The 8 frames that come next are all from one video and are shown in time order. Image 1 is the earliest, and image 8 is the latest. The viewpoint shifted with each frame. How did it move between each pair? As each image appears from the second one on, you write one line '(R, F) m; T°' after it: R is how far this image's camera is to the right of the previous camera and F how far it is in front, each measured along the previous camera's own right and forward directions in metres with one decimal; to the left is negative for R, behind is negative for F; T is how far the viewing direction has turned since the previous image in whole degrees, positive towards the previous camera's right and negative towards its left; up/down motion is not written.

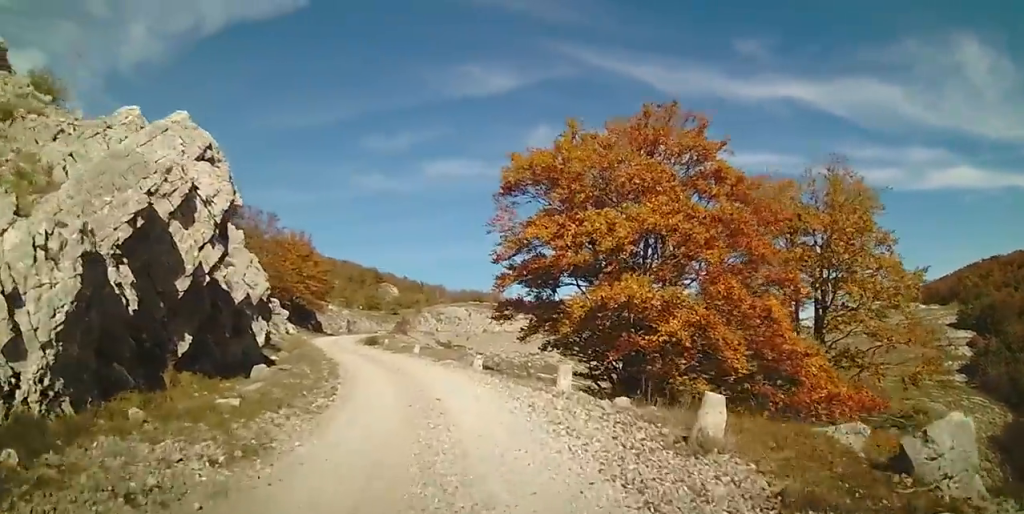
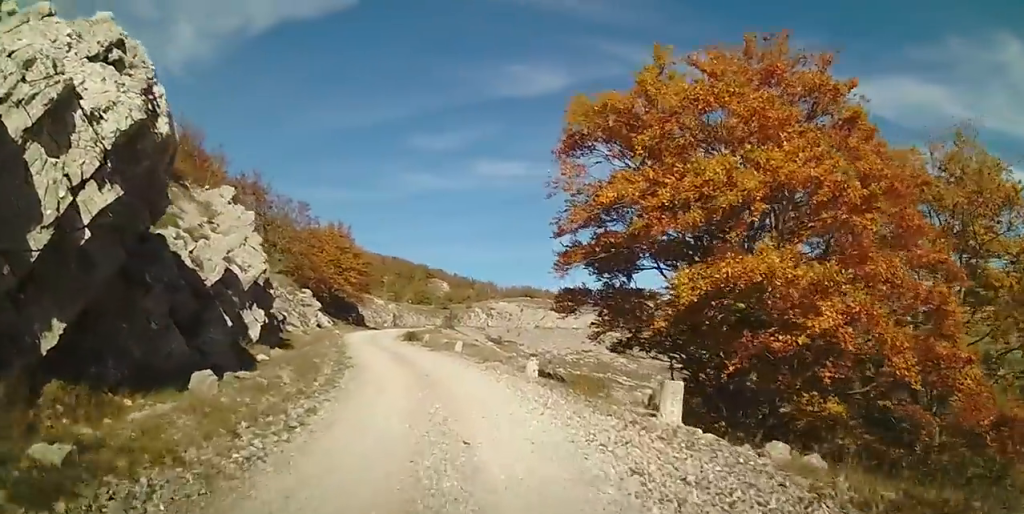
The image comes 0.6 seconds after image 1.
(-0.1, +4.2) m; -5°
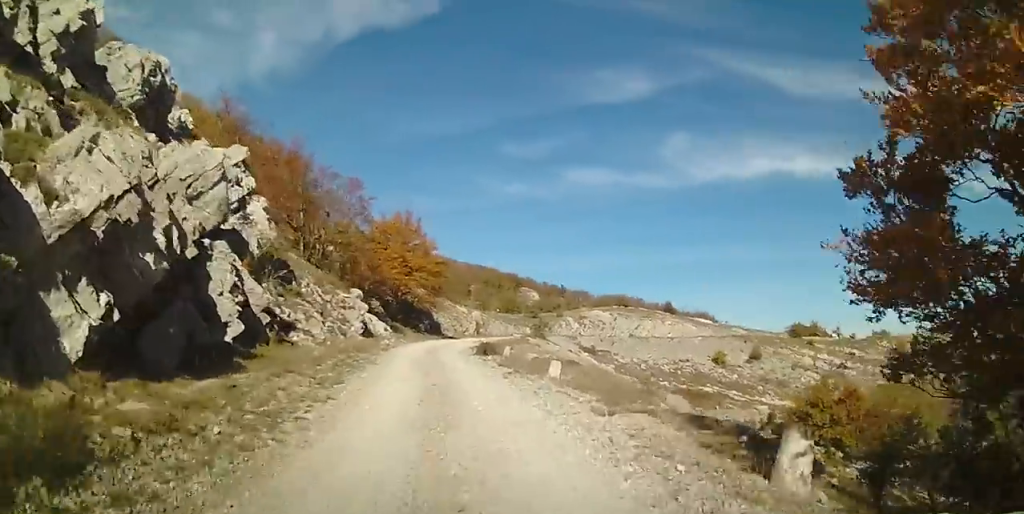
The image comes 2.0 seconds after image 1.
(-0.9, +9.3) m; -7°
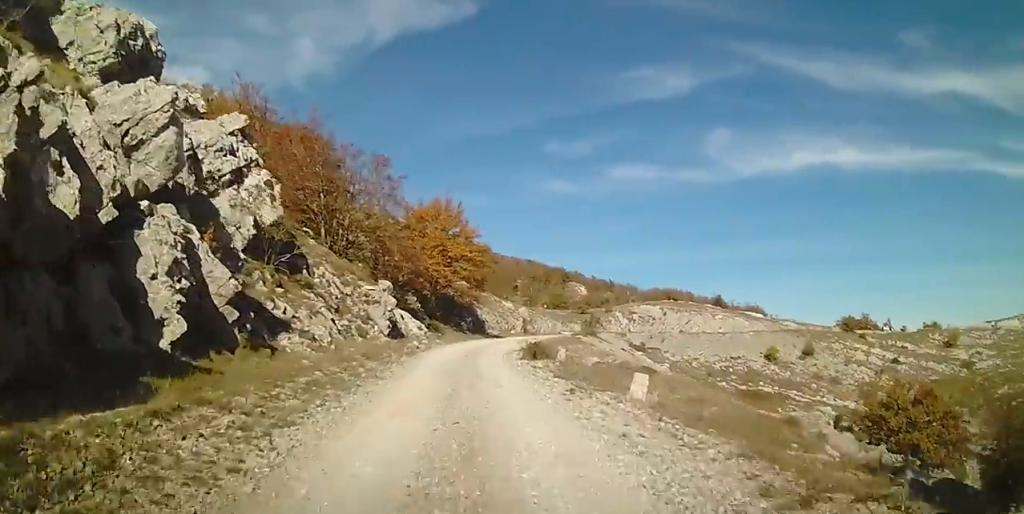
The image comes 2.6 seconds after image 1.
(0.0, +4.4) m; -1°
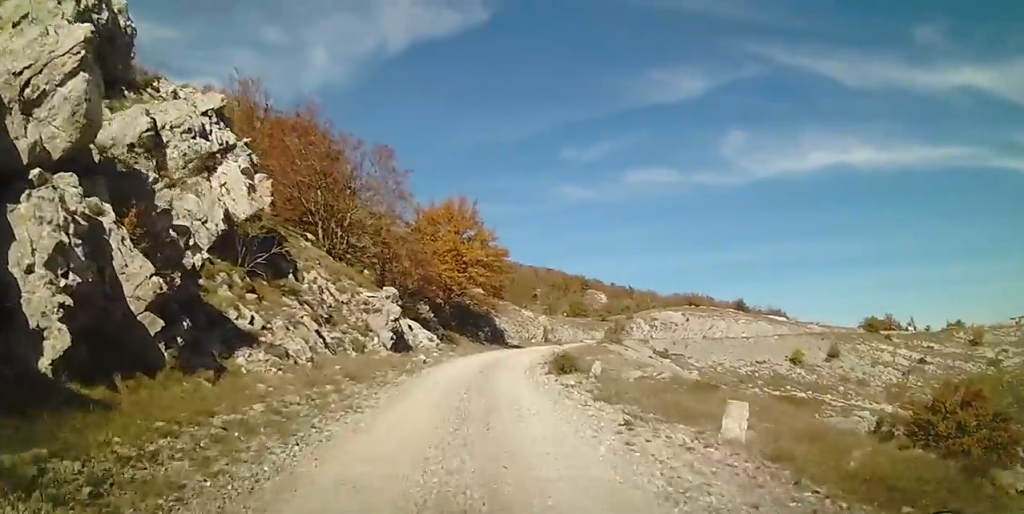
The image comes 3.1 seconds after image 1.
(0.0, +3.2) m; -1°
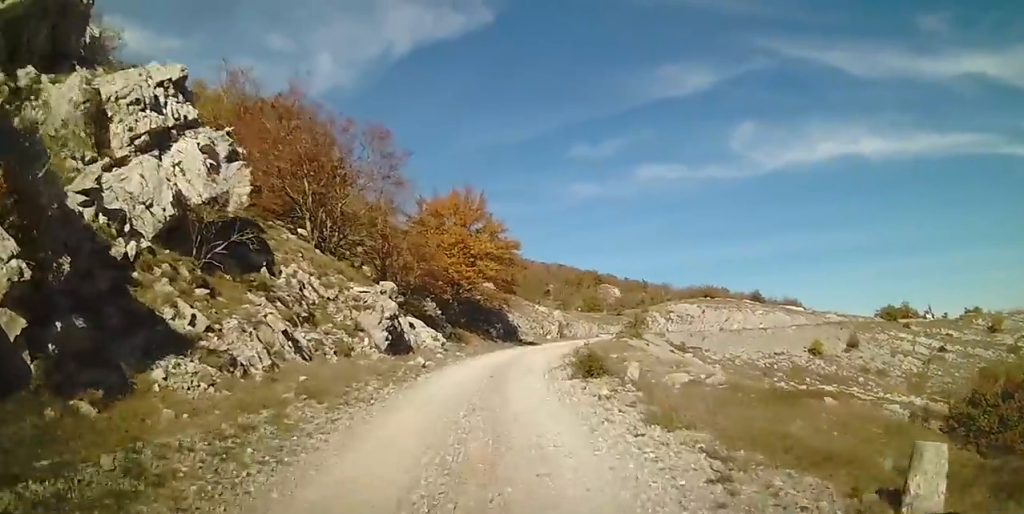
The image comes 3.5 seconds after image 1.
(-0.1, +3.0) m; -1°
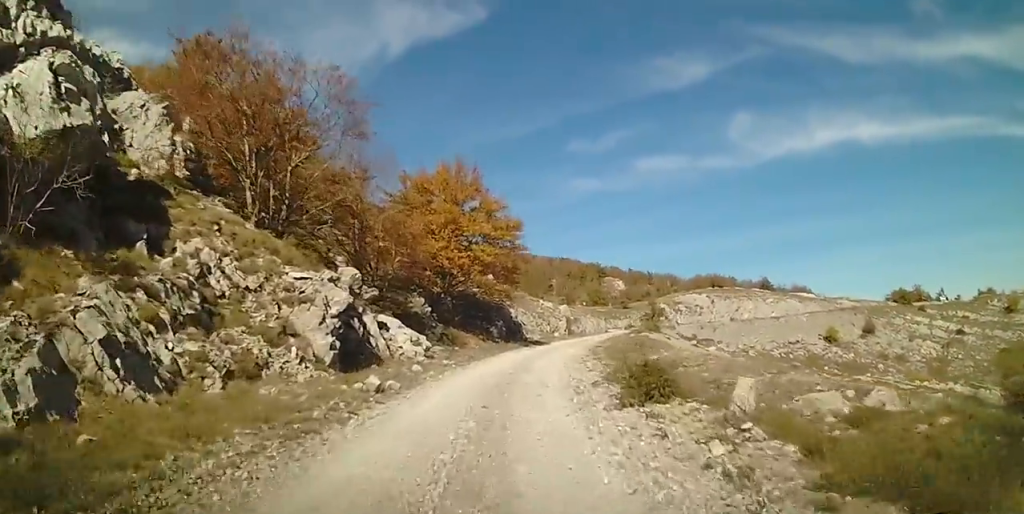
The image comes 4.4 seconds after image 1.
(0.0, +5.9) m; -1°
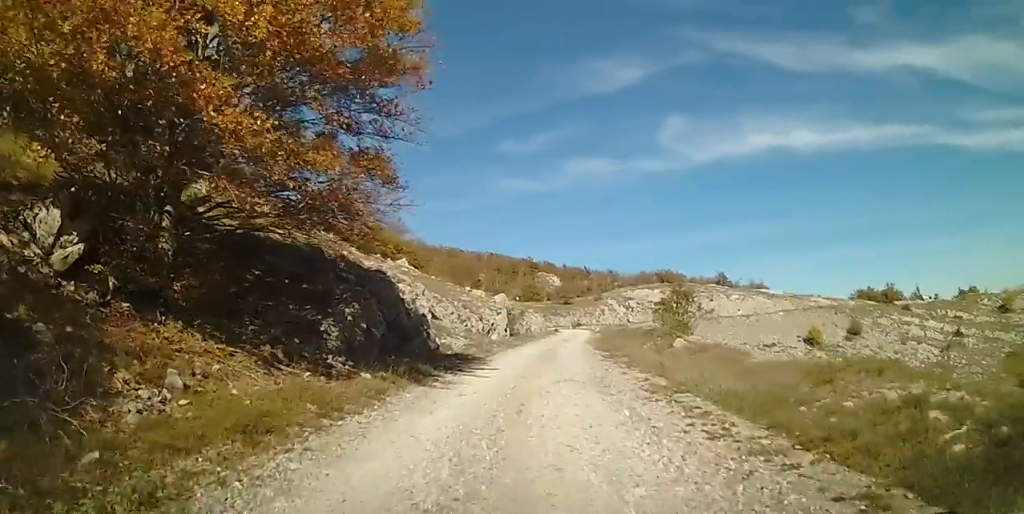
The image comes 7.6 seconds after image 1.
(+0.5, +23.4) m; +5°
